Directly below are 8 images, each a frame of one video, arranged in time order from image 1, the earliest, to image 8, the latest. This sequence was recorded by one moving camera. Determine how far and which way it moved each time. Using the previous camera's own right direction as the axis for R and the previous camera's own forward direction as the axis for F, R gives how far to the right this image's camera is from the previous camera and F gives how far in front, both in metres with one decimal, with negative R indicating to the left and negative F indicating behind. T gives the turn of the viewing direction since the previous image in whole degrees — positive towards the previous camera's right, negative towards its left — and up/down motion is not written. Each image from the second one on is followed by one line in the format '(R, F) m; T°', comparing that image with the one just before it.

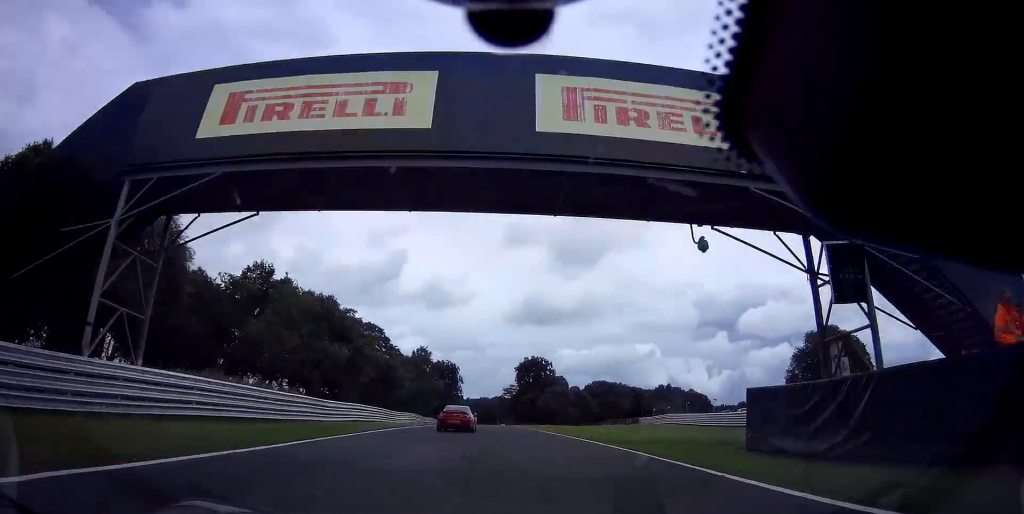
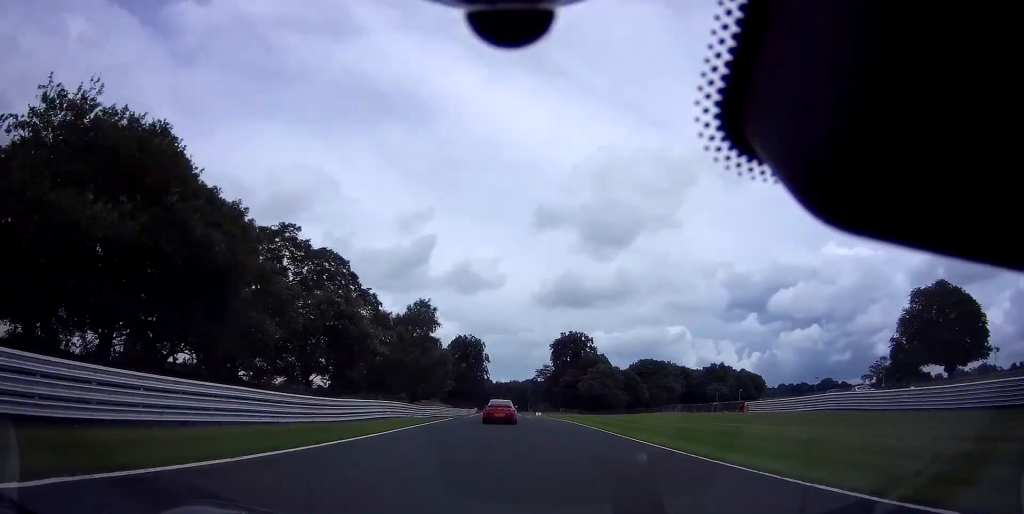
(-1.1, +26.8) m; -3°
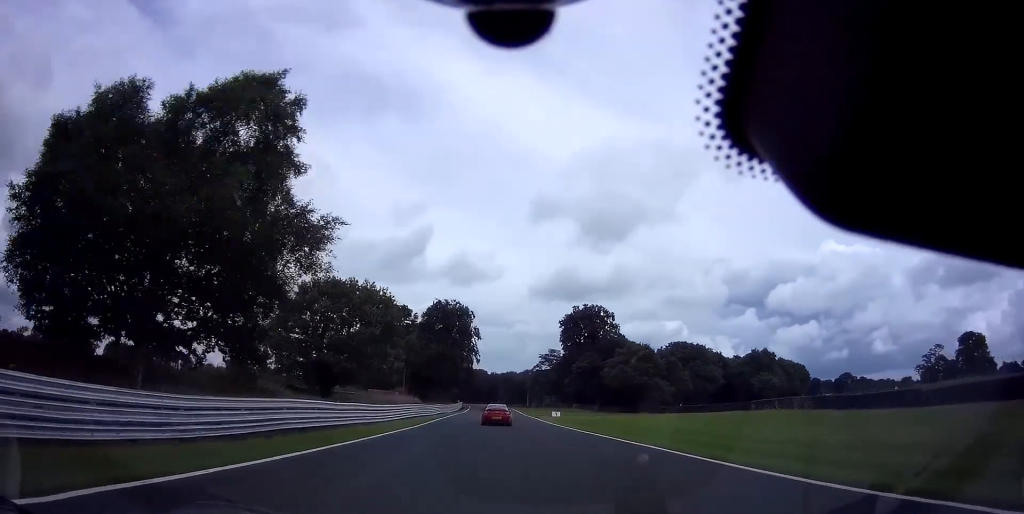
(-1.0, +38.3) m; -2°
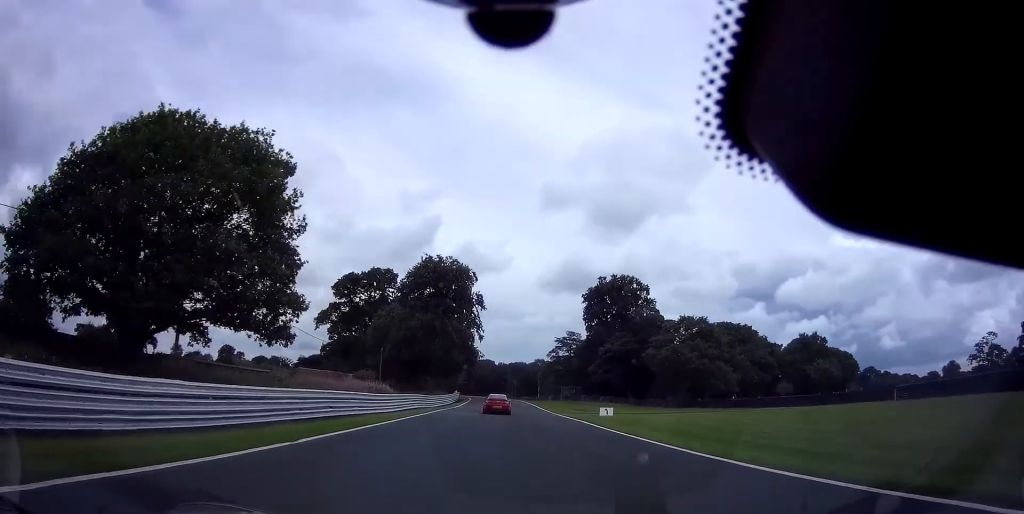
(-0.1, +25.2) m; -1°
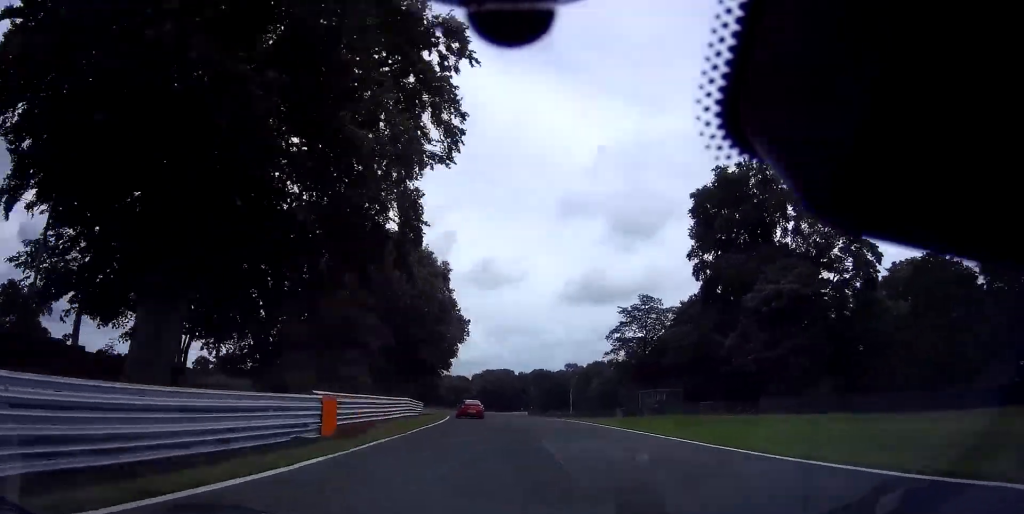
(-0.9, +59.6) m; -3°
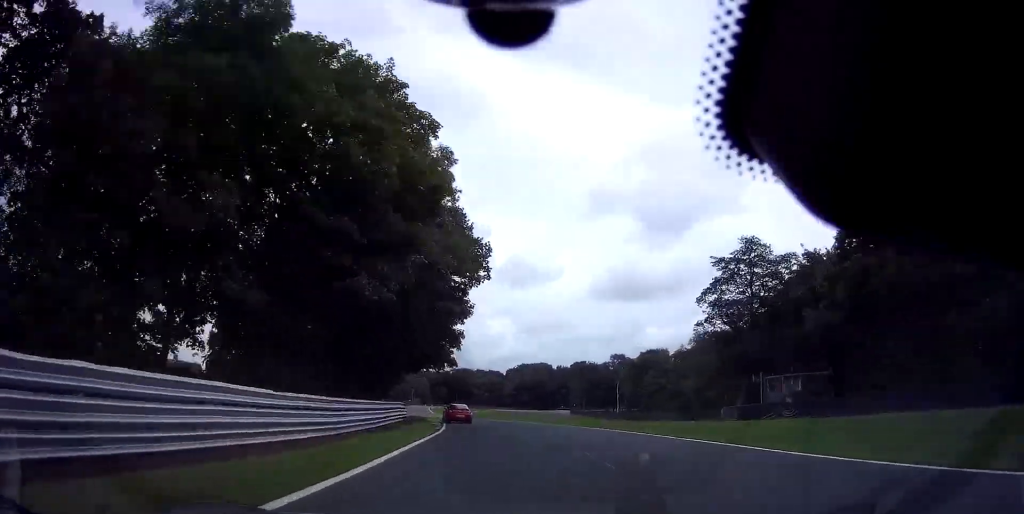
(-0.5, +25.6) m; -3°
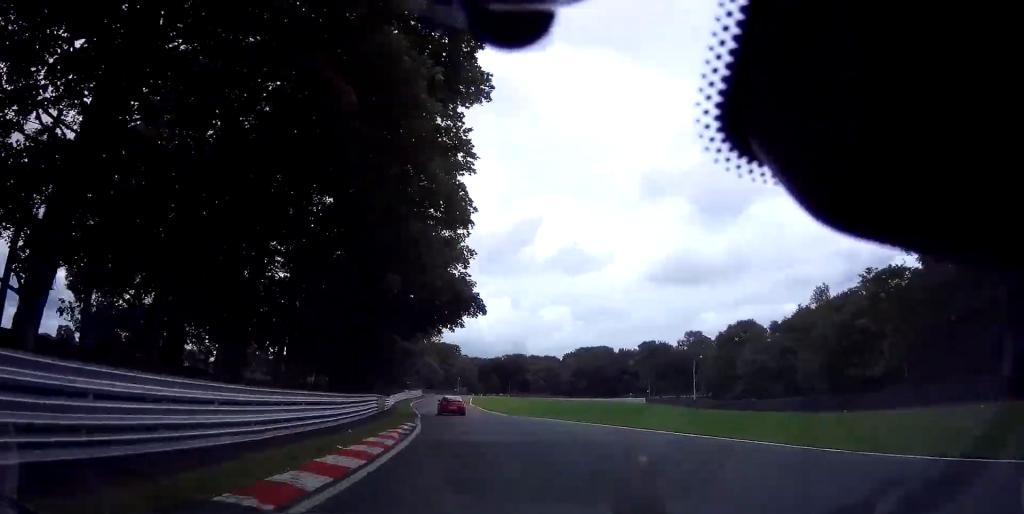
(-0.3, +27.2) m; -4°
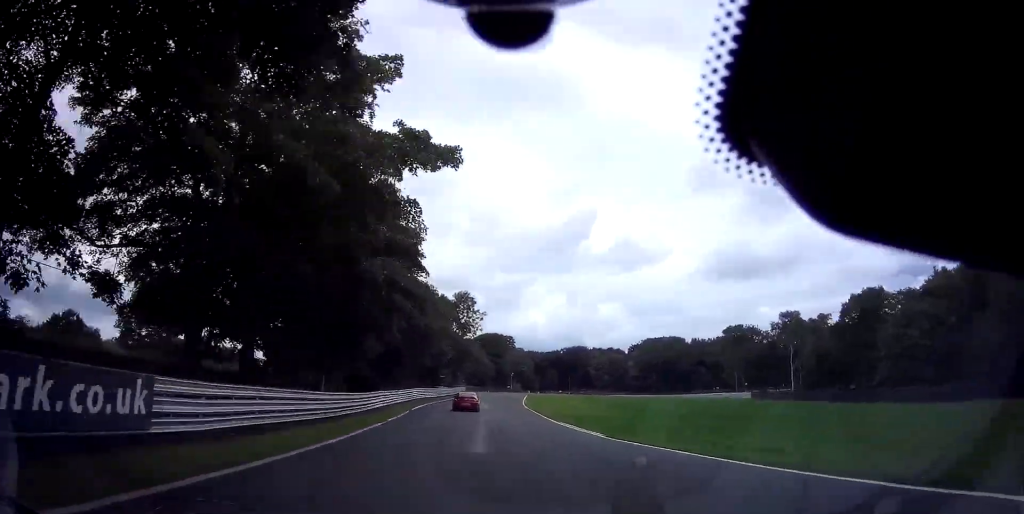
(-1.7, +28.5) m; -5°
